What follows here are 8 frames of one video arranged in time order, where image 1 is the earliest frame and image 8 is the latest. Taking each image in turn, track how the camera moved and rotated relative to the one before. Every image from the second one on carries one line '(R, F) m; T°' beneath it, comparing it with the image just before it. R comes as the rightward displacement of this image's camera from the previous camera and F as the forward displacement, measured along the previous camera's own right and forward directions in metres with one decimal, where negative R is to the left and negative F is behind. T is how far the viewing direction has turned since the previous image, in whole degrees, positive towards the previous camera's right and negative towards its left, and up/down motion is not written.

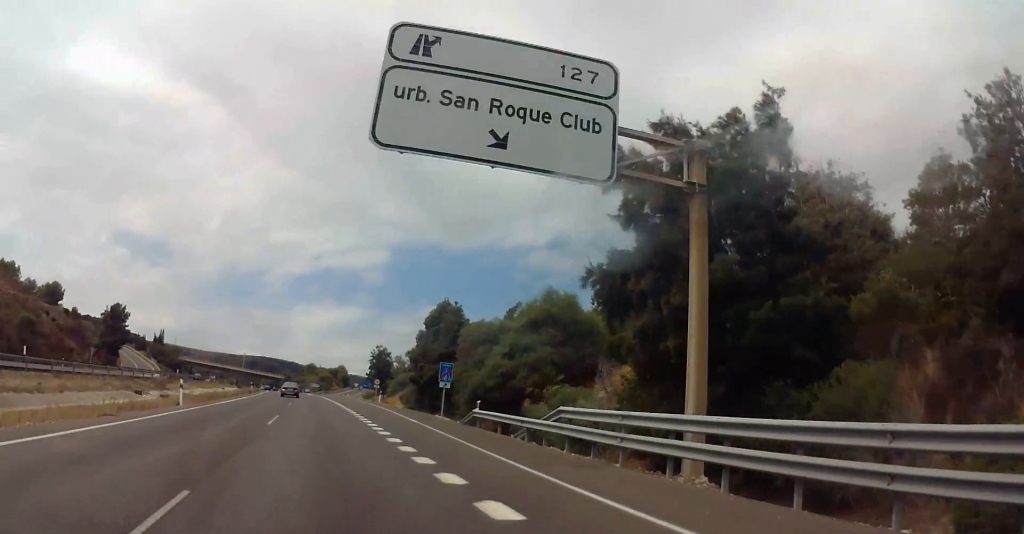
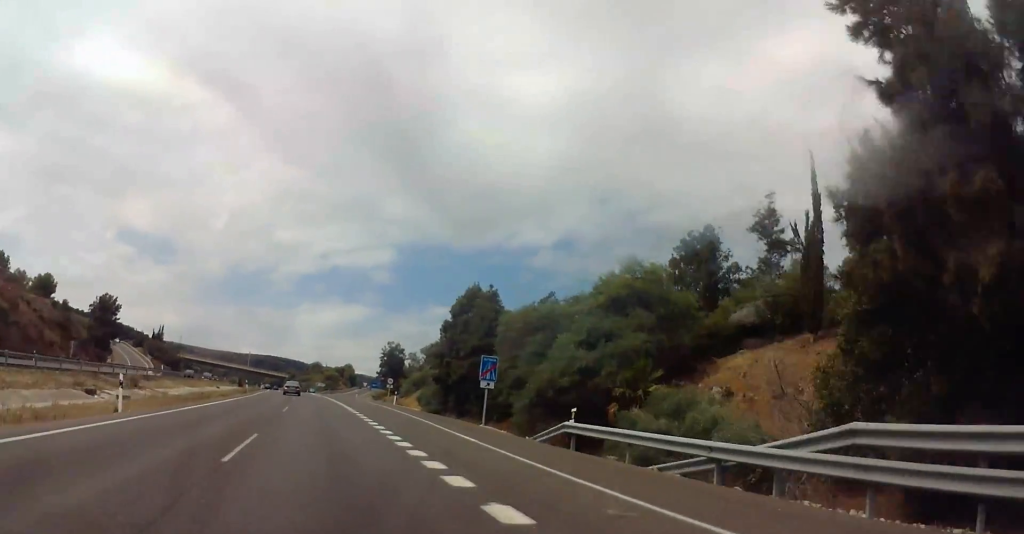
(0.0, +11.3) m; 0°
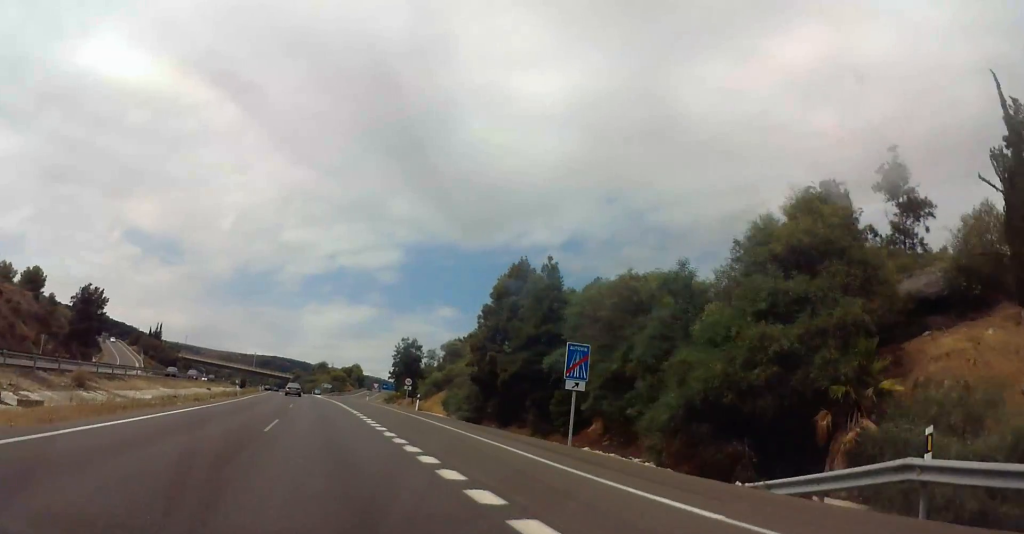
(0.0, +13.2) m; 0°
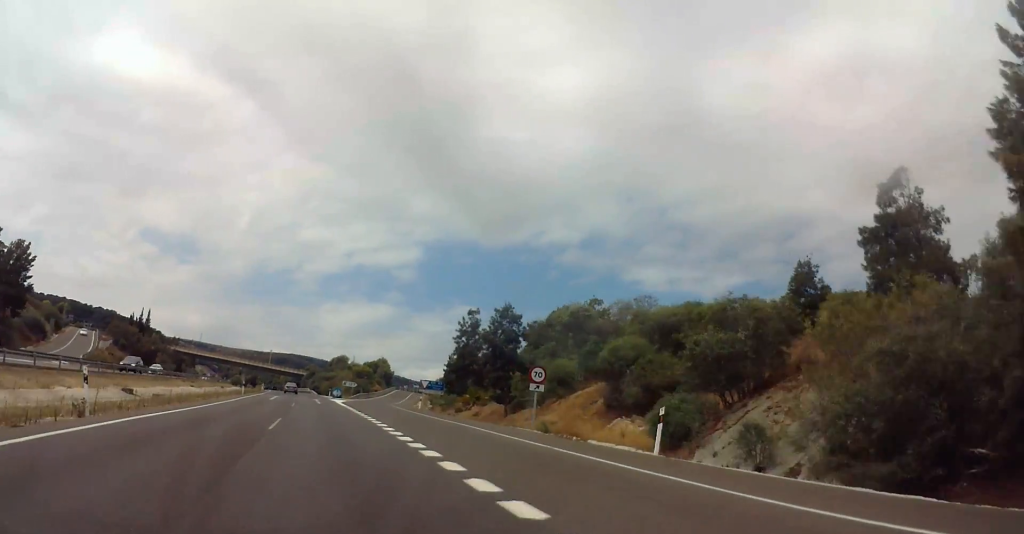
(-0.9, +39.3) m; -3°
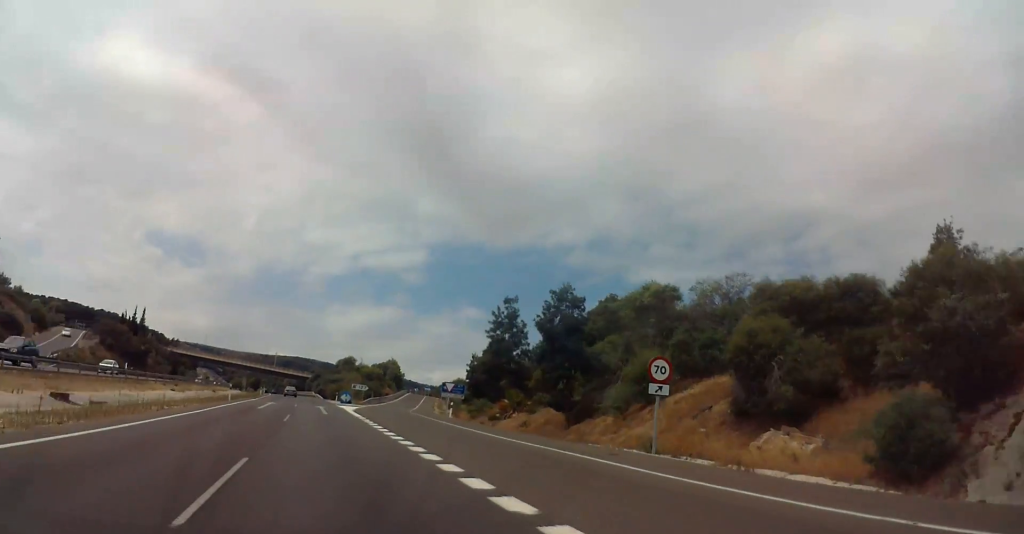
(0.0, +13.1) m; 0°
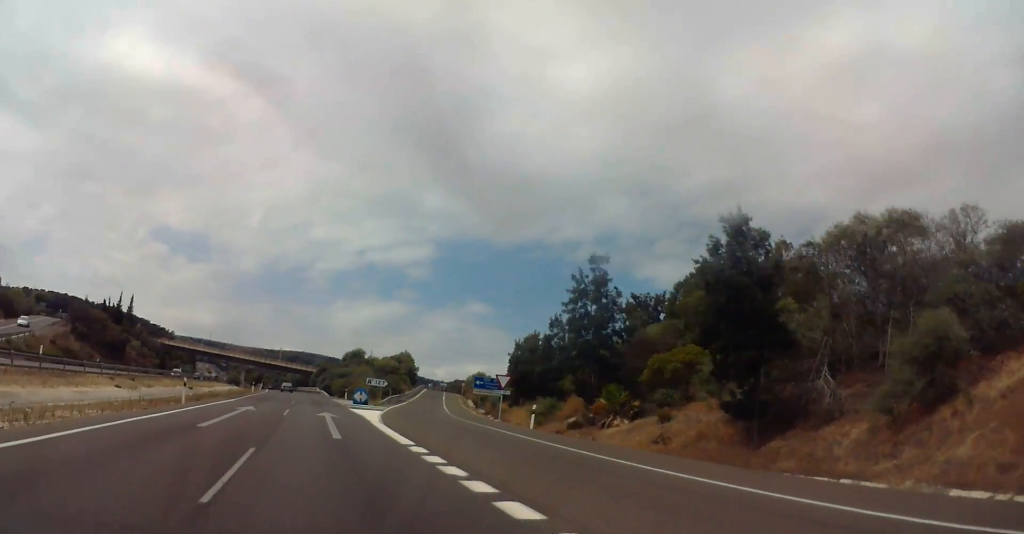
(0.0, +18.7) m; 0°
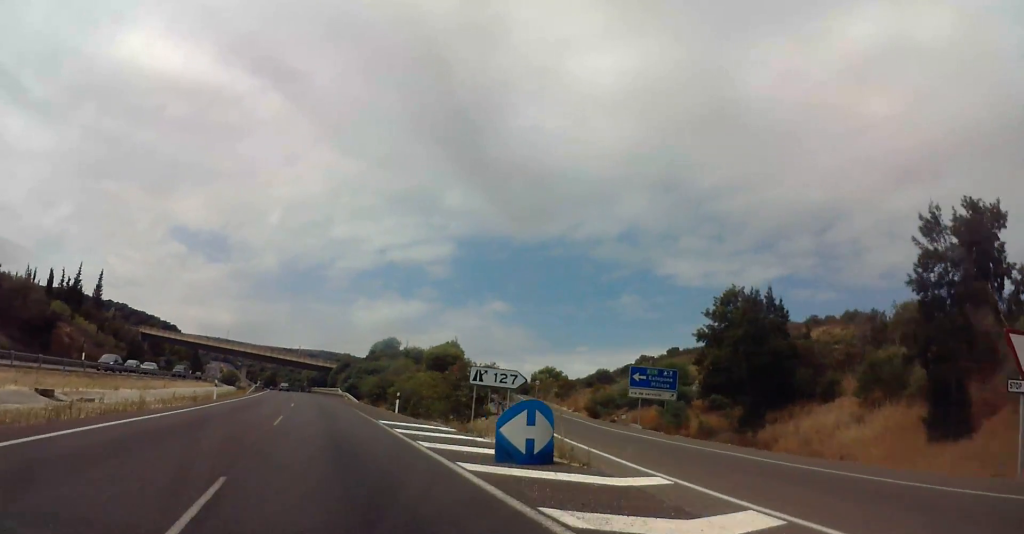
(-0.8, +41.0) m; -1°
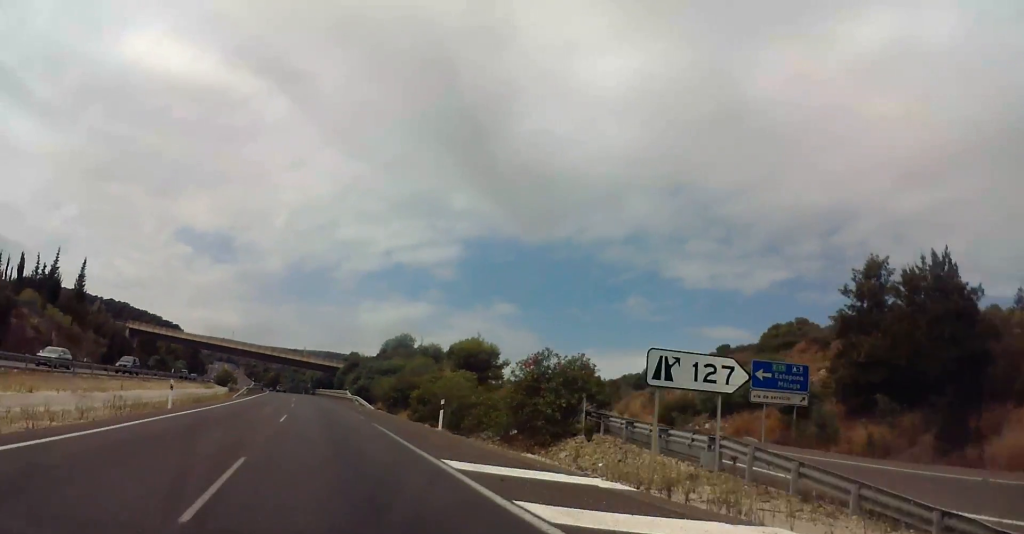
(+0.2, +13.9) m; 0°
